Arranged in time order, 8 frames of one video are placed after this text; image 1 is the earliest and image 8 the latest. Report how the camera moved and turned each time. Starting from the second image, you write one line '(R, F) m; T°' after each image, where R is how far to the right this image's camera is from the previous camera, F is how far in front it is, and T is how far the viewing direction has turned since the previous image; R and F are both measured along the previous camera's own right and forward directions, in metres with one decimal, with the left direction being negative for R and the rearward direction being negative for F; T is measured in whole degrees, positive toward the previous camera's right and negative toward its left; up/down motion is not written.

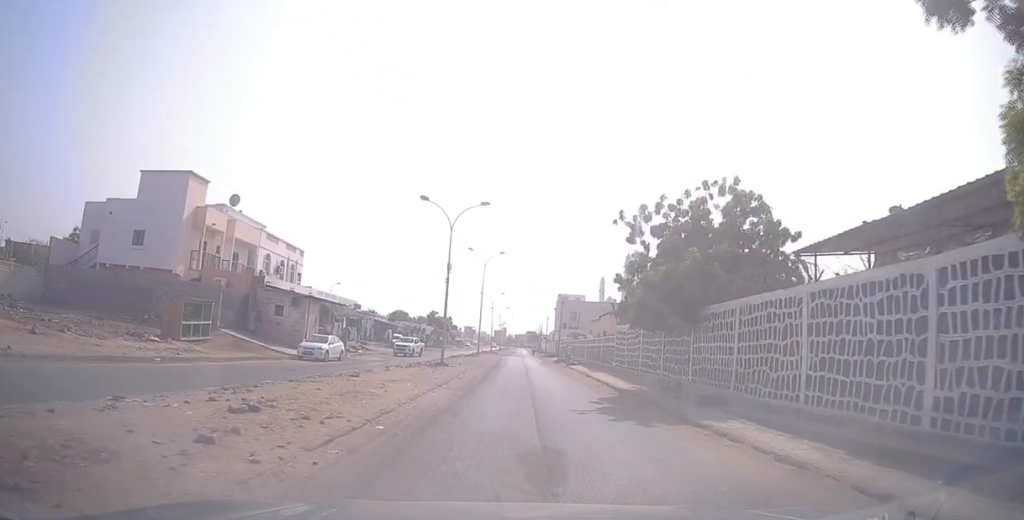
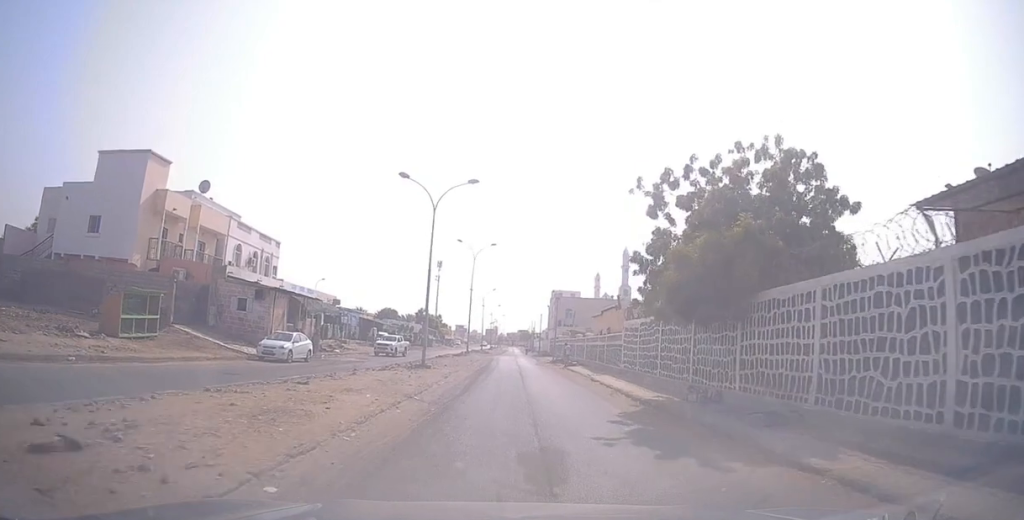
(0.0, +4.8) m; +1°
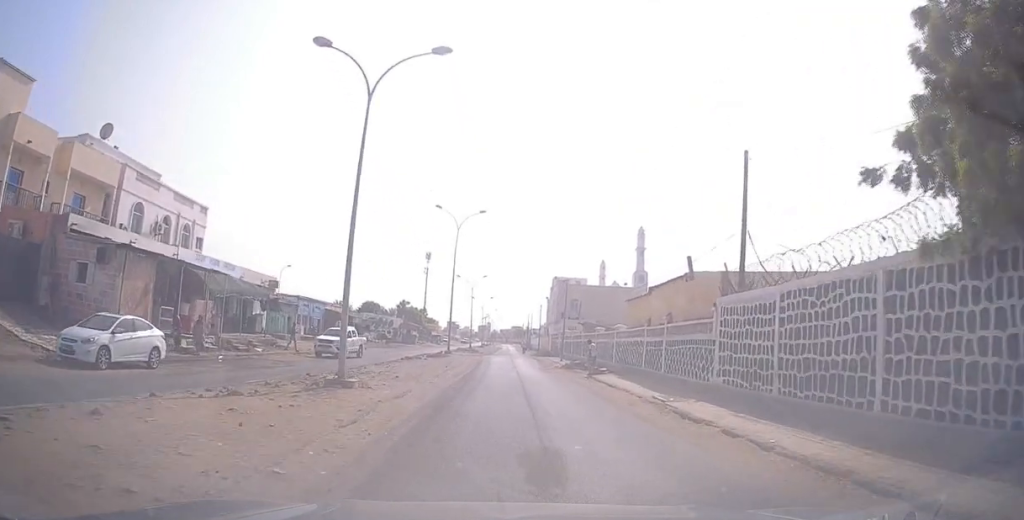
(+0.3, +14.8) m; +2°
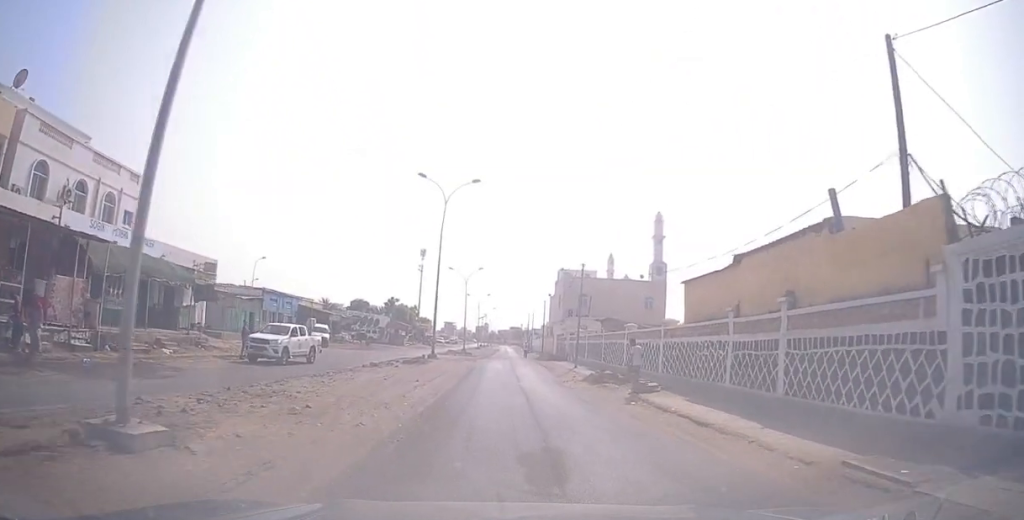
(0.0, +9.9) m; 0°
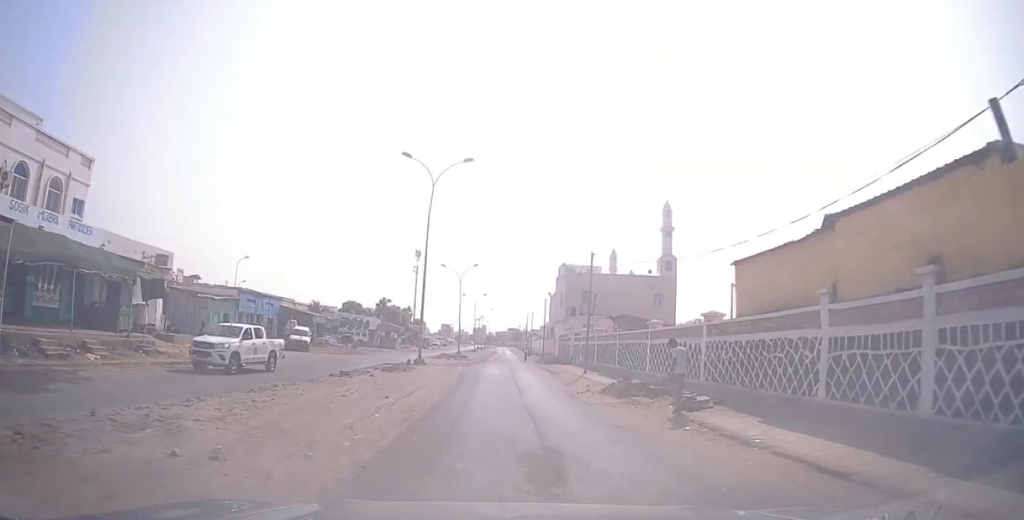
(0.0, +5.2) m; 0°
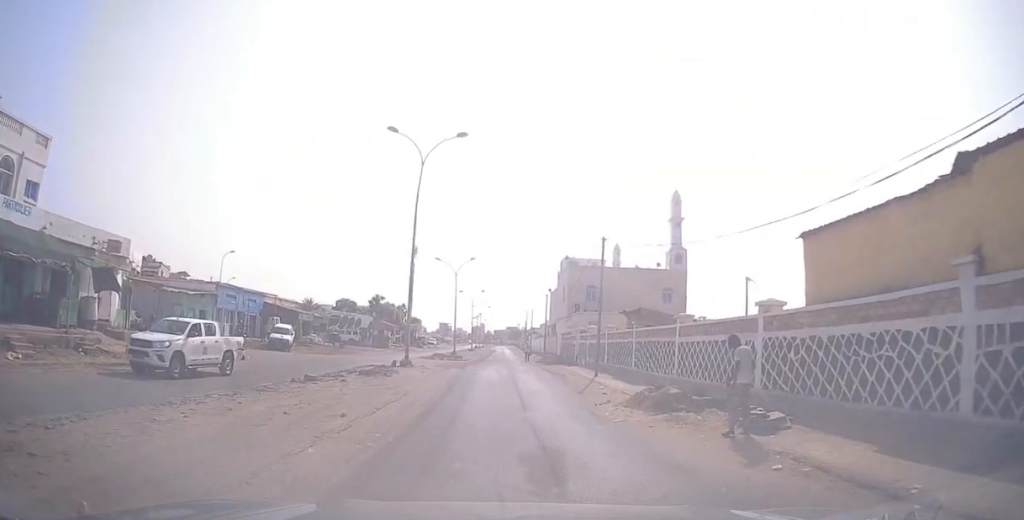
(0.0, +4.1) m; 0°
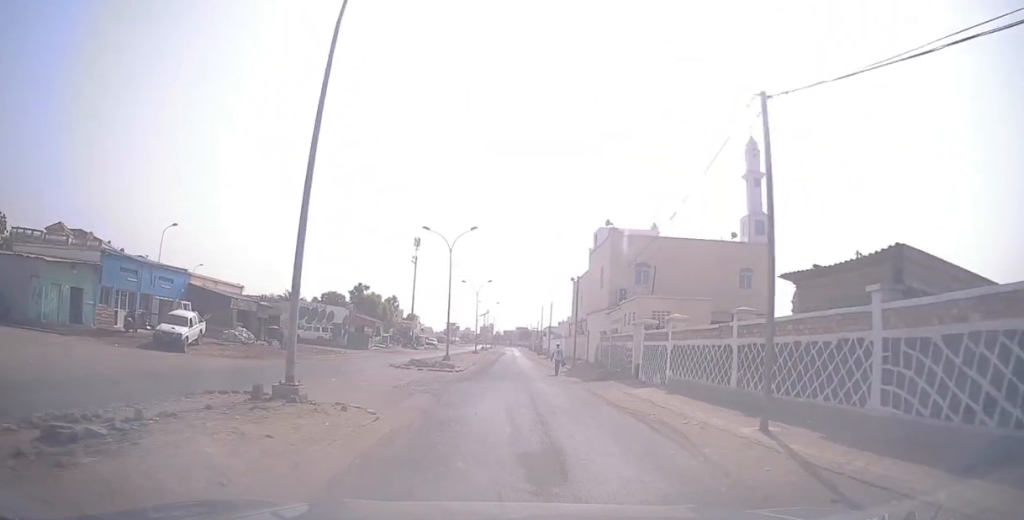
(-0.1, +17.2) m; -1°
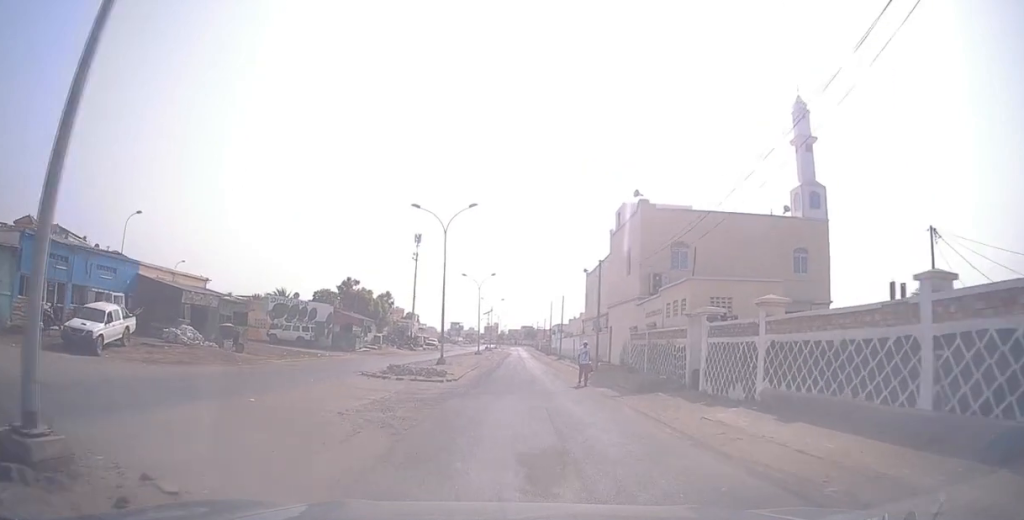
(0.0, +7.5) m; 0°
